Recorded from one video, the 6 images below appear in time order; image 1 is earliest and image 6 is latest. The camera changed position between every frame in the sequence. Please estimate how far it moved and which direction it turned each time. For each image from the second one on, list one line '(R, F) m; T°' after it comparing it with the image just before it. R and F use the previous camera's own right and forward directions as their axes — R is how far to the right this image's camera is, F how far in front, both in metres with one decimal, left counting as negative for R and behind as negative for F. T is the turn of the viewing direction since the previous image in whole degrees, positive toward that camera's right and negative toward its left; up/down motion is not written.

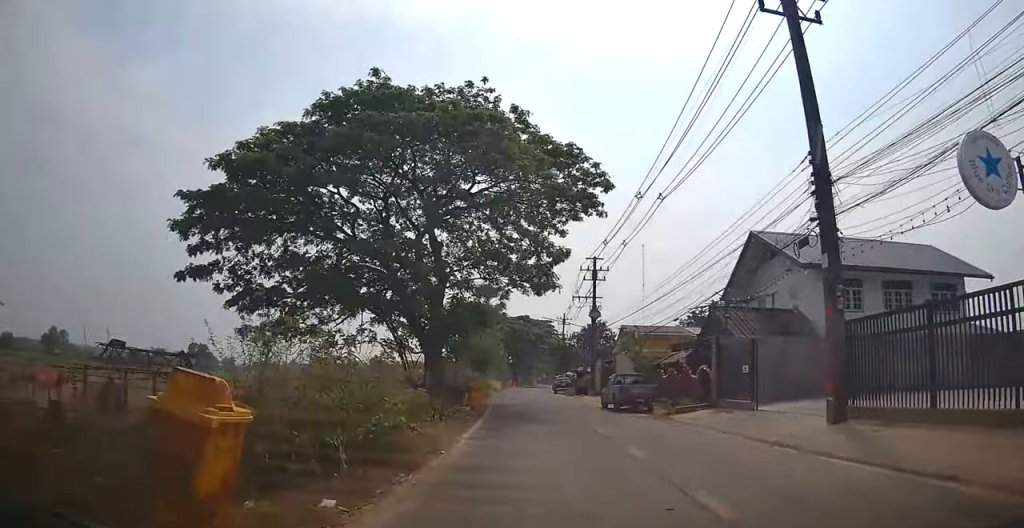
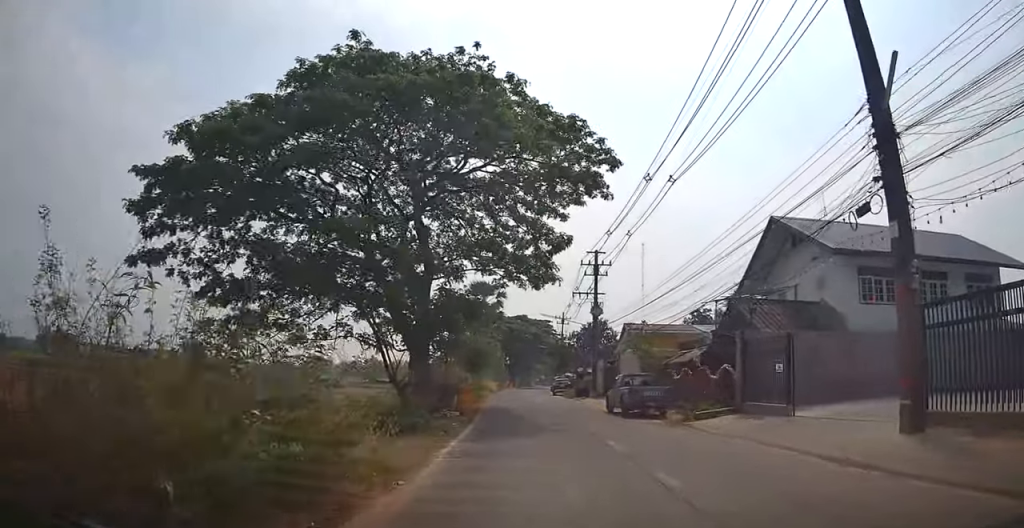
(0.0, +2.8) m; 0°
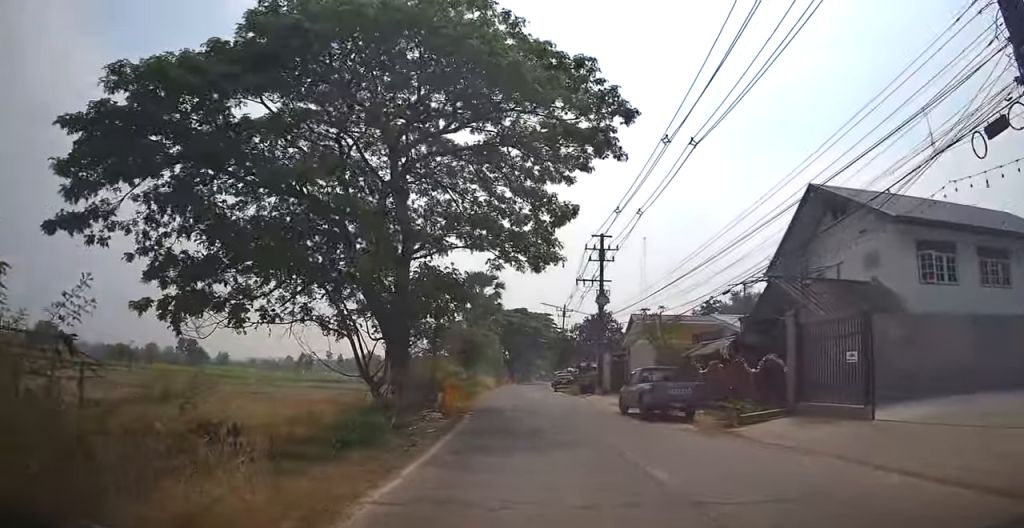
(+0.1, +3.8) m; 0°
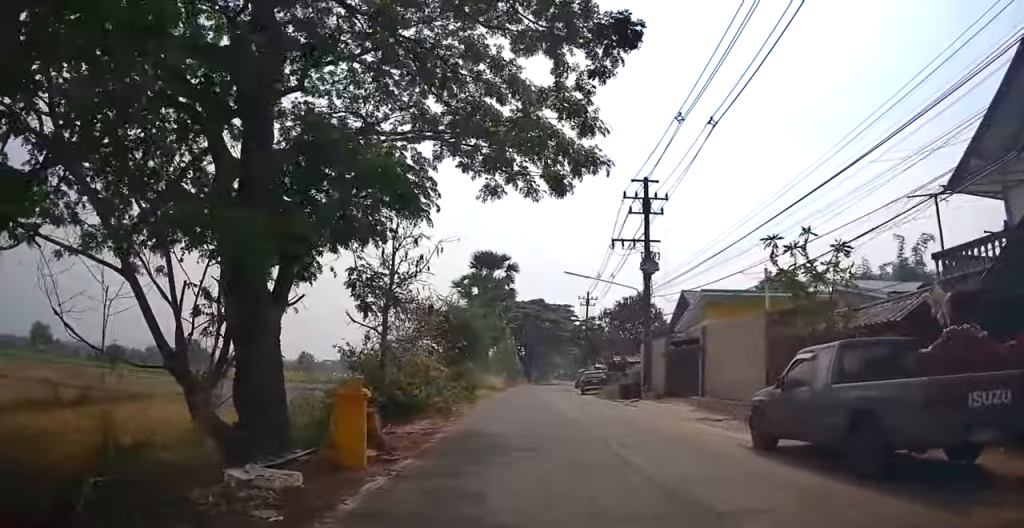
(-0.3, +11.1) m; -3°
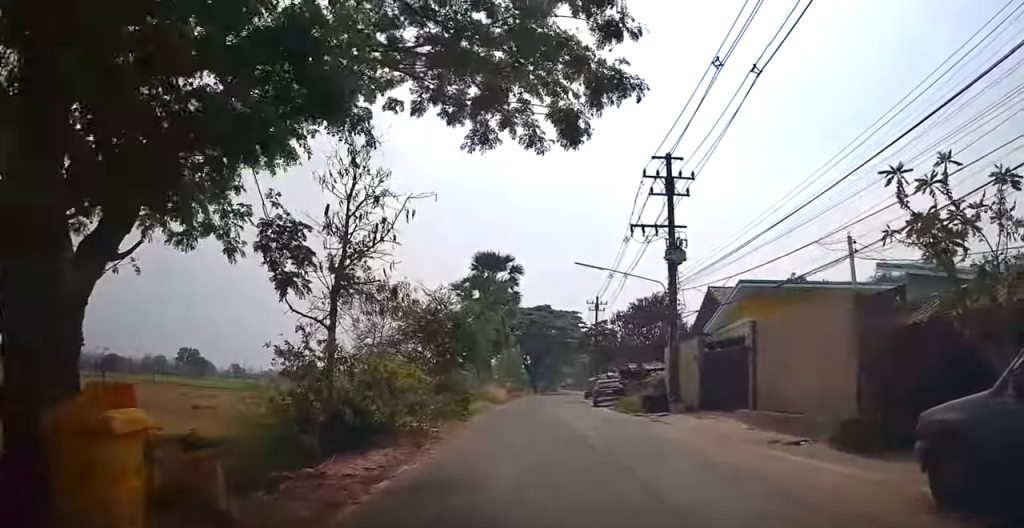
(0.0, +4.3) m; -1°
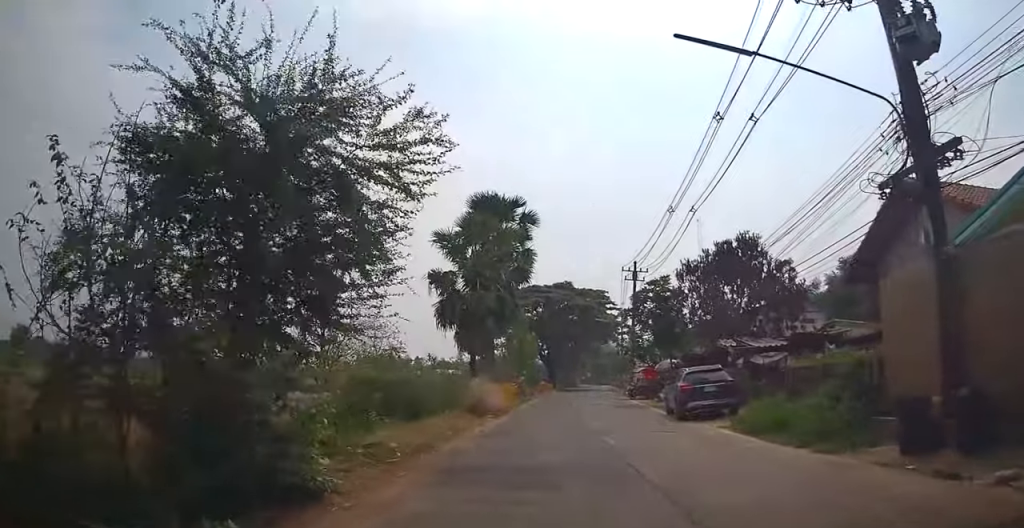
(0.0, +15.7) m; -1°
